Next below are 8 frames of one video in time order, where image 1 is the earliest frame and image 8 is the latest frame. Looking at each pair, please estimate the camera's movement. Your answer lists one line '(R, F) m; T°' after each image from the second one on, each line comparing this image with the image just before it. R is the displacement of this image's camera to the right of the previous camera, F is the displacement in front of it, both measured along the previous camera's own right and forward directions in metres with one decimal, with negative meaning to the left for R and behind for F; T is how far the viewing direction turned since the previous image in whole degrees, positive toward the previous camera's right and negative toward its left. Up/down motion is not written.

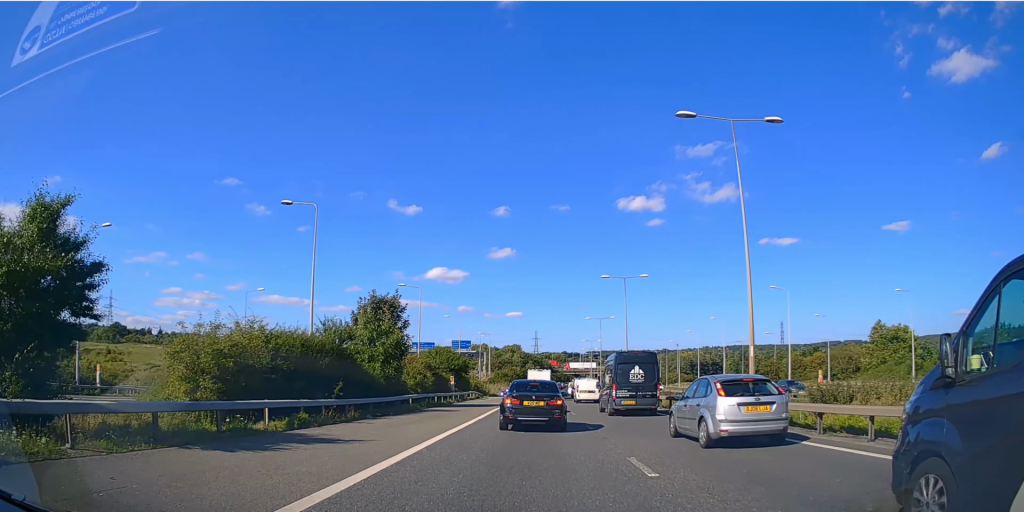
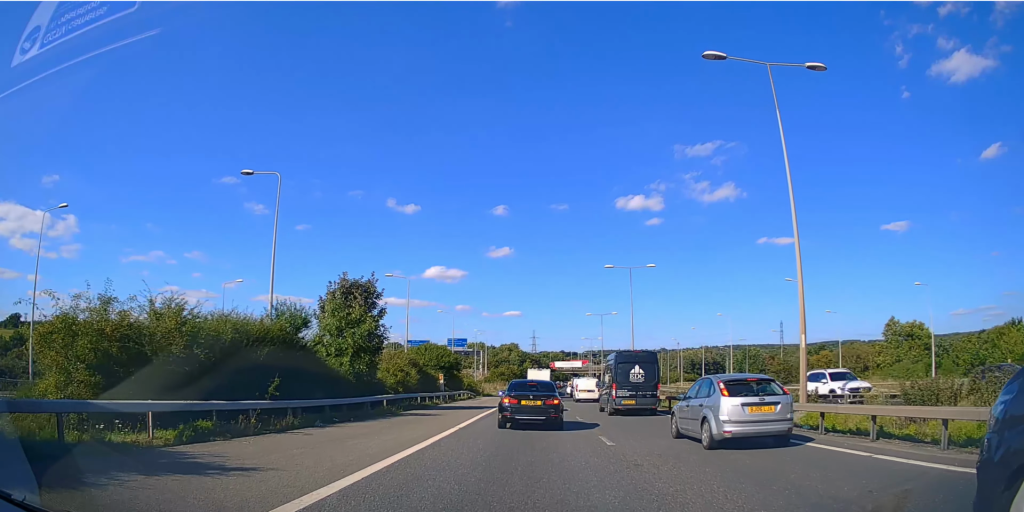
(-0.1, +4.8) m; +1°
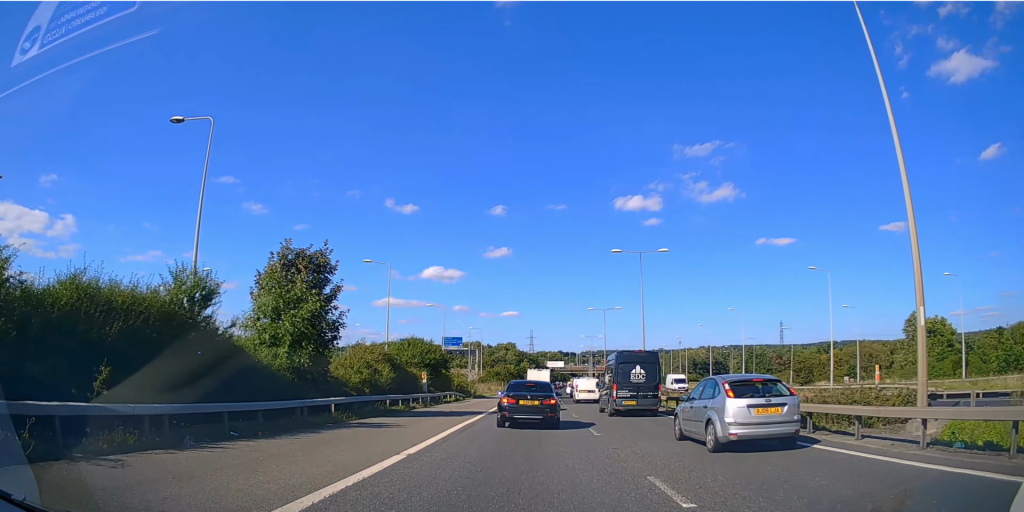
(+0.2, +6.5) m; 0°
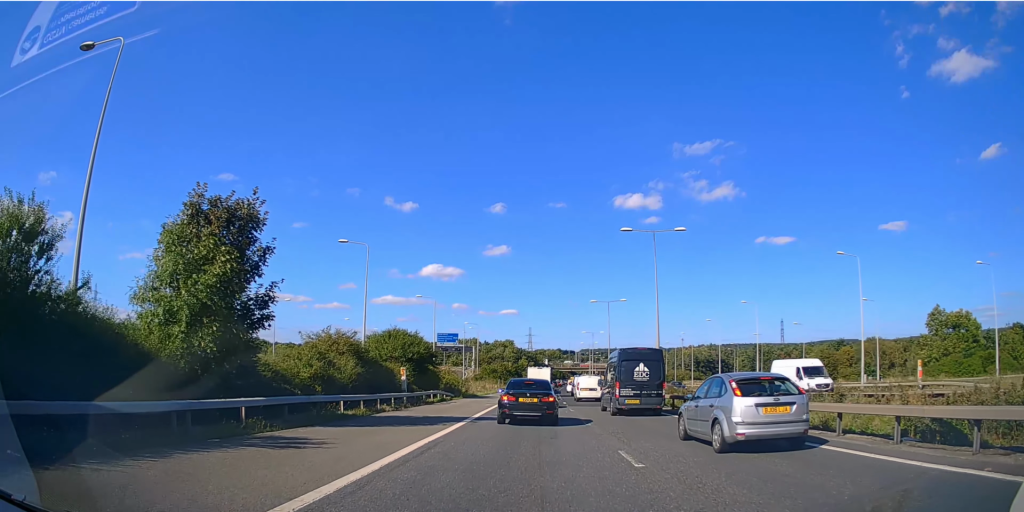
(-0.2, +6.3) m; -1°
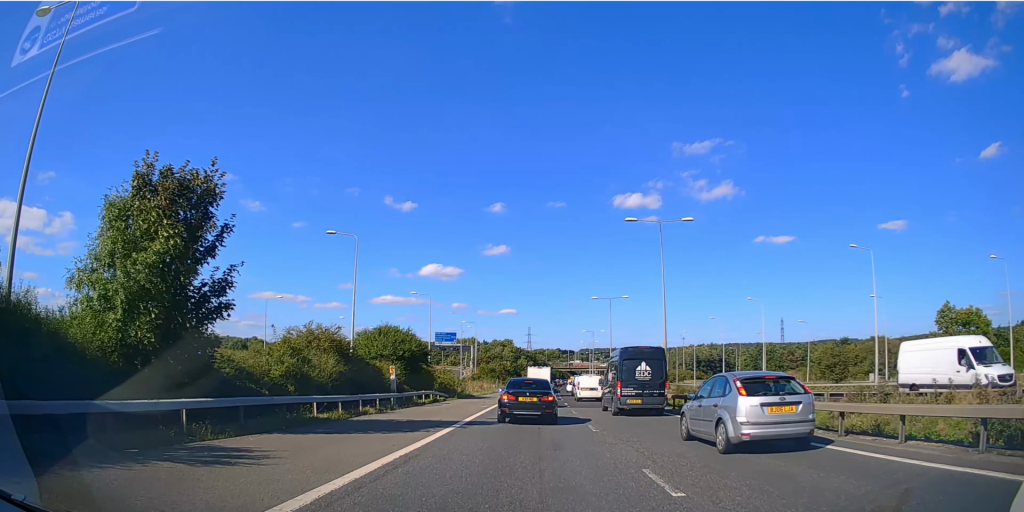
(0.0, +2.6) m; +1°
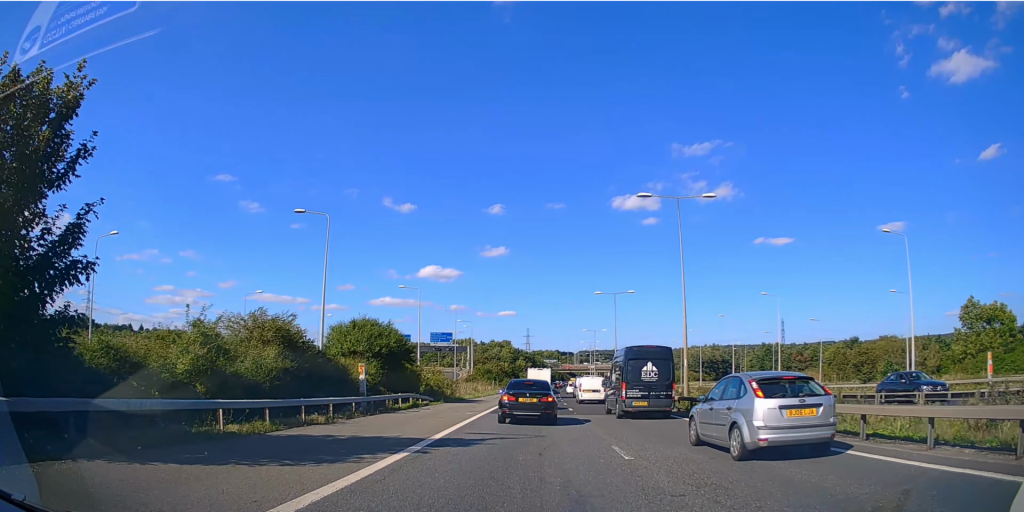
(0.0, +5.8) m; -1°
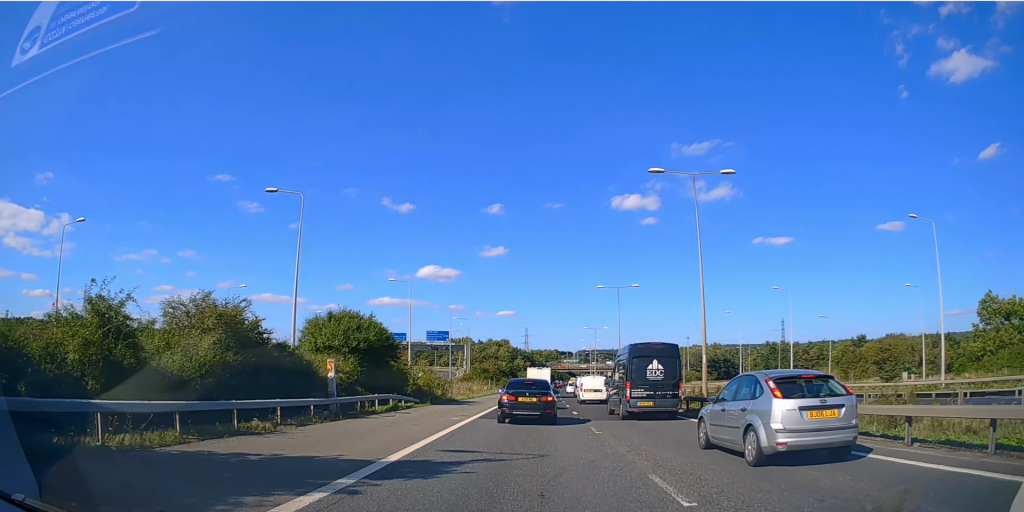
(-0.1, +4.2) m; +1°
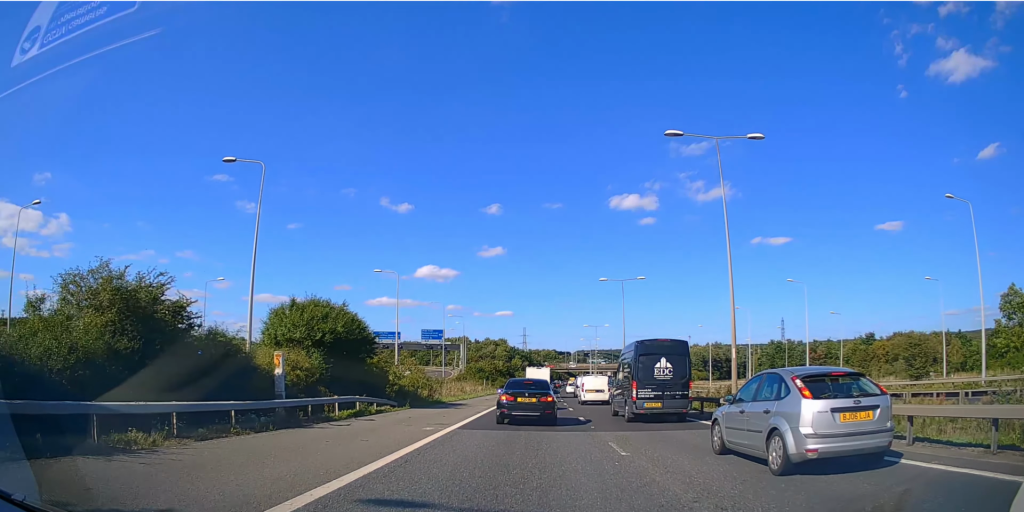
(+0.1, +4.7) m; +1°
